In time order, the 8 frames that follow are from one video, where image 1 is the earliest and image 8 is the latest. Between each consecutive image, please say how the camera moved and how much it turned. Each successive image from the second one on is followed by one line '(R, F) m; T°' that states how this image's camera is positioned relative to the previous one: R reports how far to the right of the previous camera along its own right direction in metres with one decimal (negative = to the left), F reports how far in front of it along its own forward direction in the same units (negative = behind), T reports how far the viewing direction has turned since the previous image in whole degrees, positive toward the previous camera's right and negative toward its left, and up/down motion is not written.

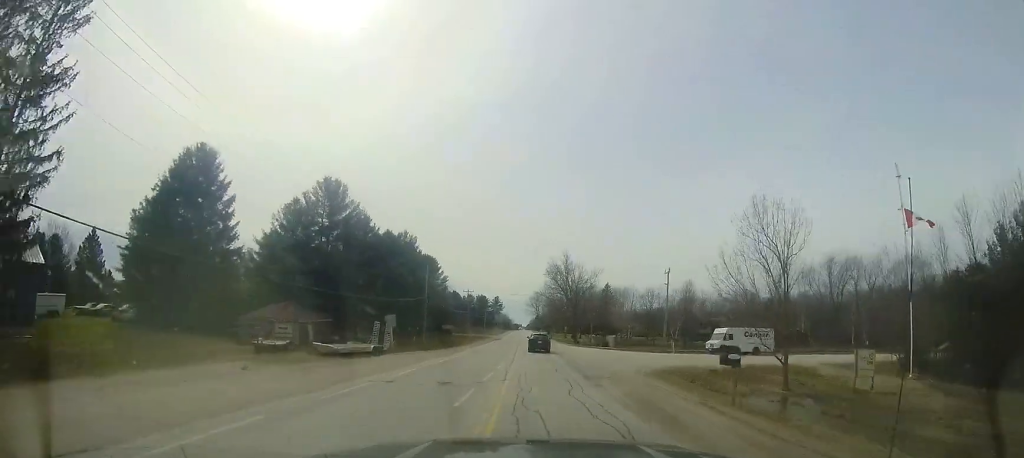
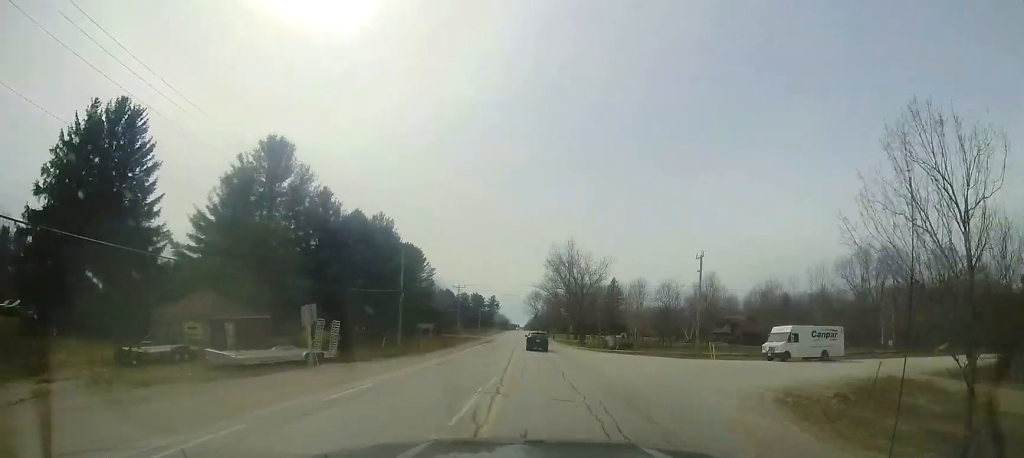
(-0.1, +11.4) m; -1°
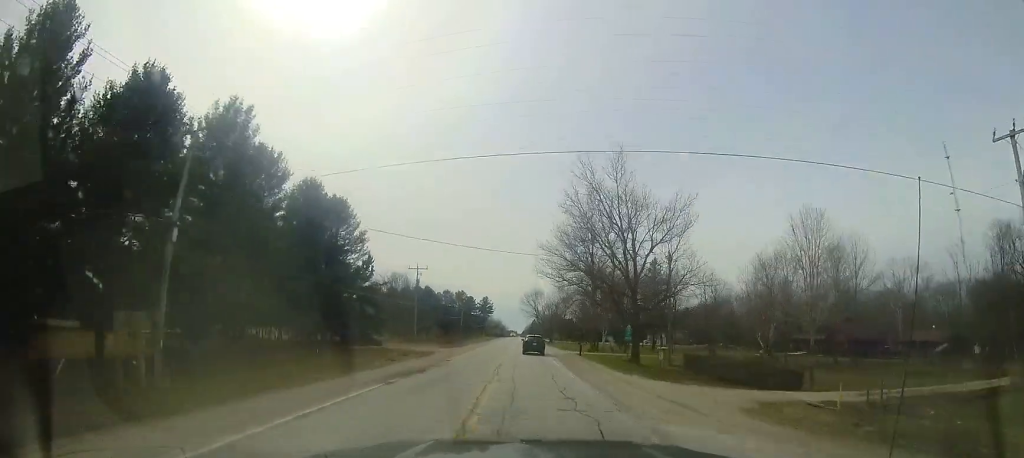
(+0.1, +34.4) m; +1°
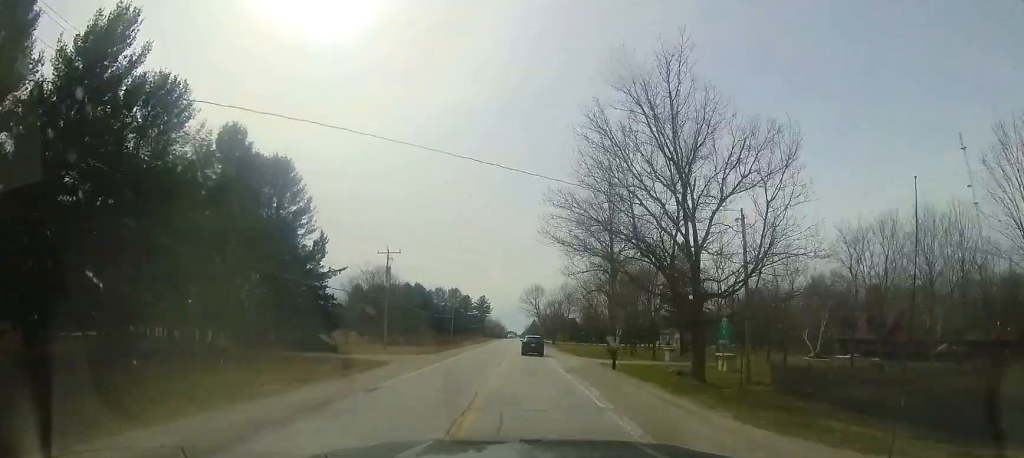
(+0.1, +12.7) m; +1°
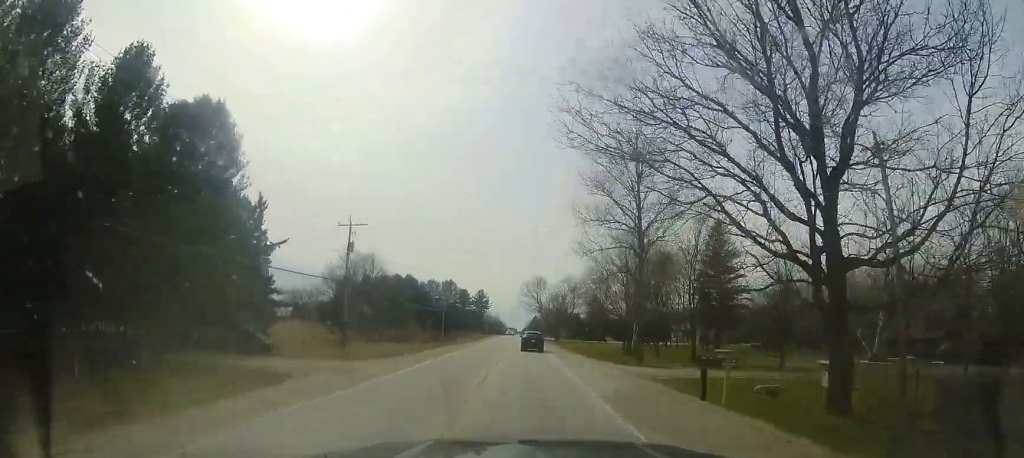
(+0.2, +10.6) m; 0°
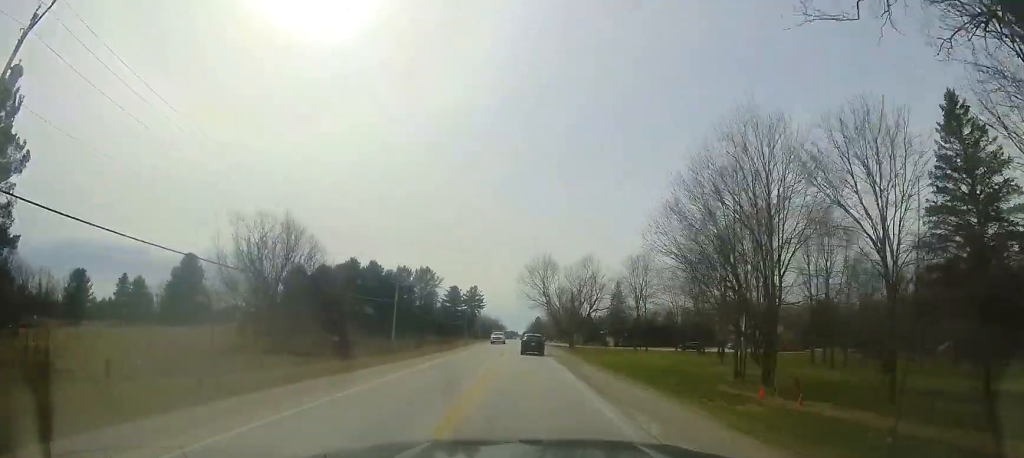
(-0.4, +30.3) m; -1°
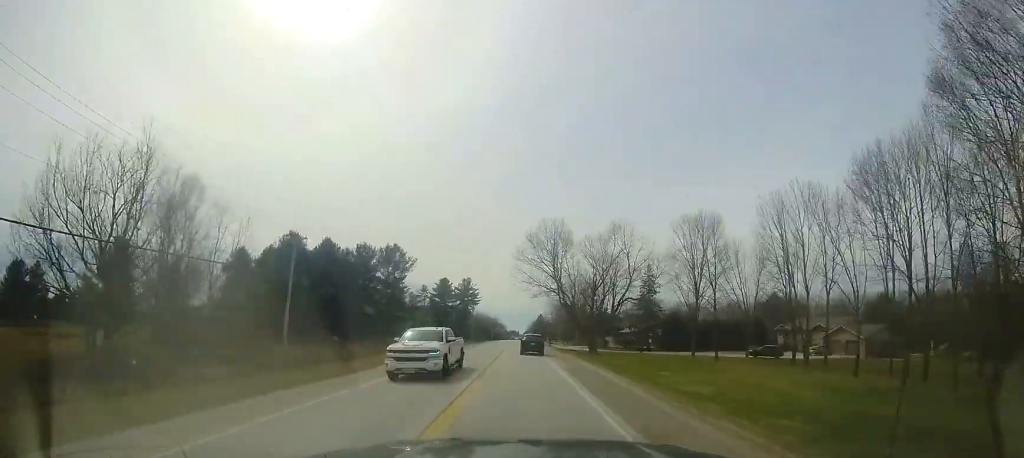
(-0.1, +23.2) m; 0°
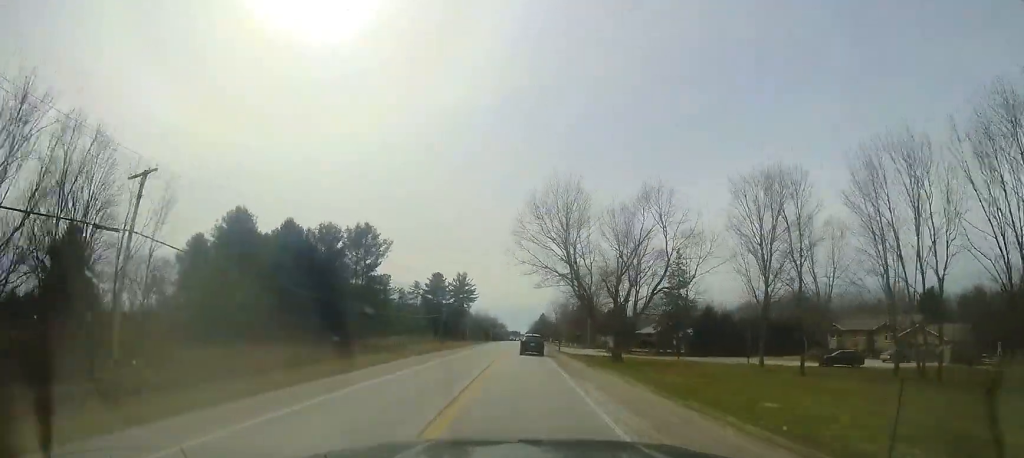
(0.0, +13.4) m; 0°
